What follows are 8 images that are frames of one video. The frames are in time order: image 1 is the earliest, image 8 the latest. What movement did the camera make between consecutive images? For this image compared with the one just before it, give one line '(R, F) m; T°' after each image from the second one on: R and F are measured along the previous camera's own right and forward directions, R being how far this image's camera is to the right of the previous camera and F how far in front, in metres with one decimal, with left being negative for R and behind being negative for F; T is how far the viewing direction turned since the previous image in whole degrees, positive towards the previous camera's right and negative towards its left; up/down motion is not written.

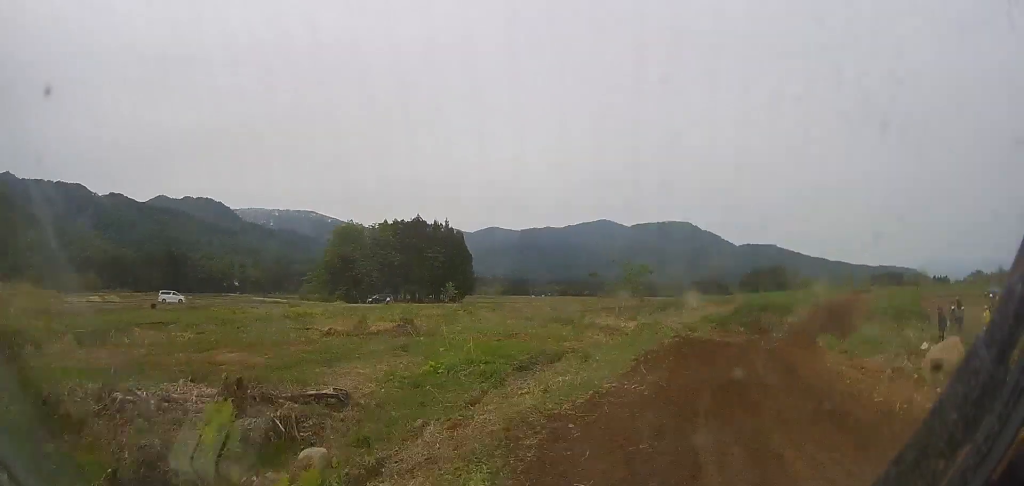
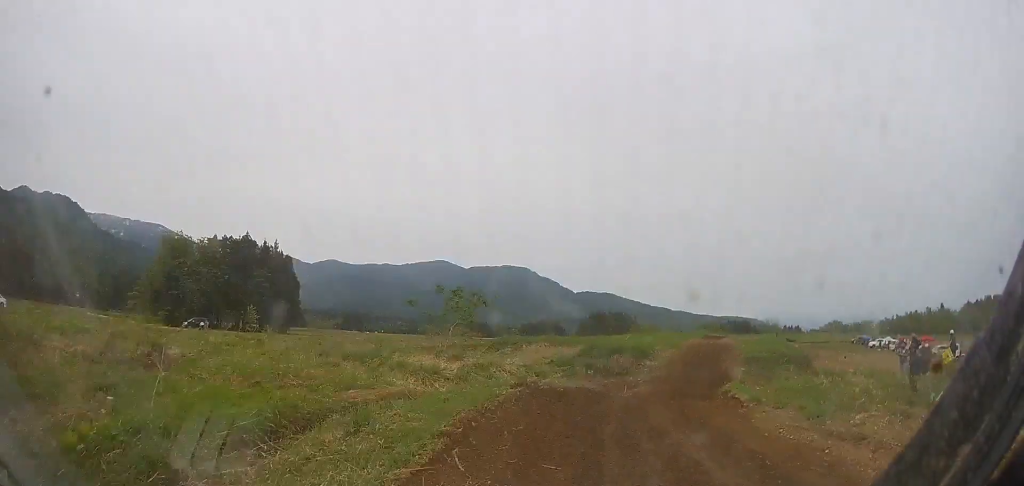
(+0.2, +7.4) m; +5°
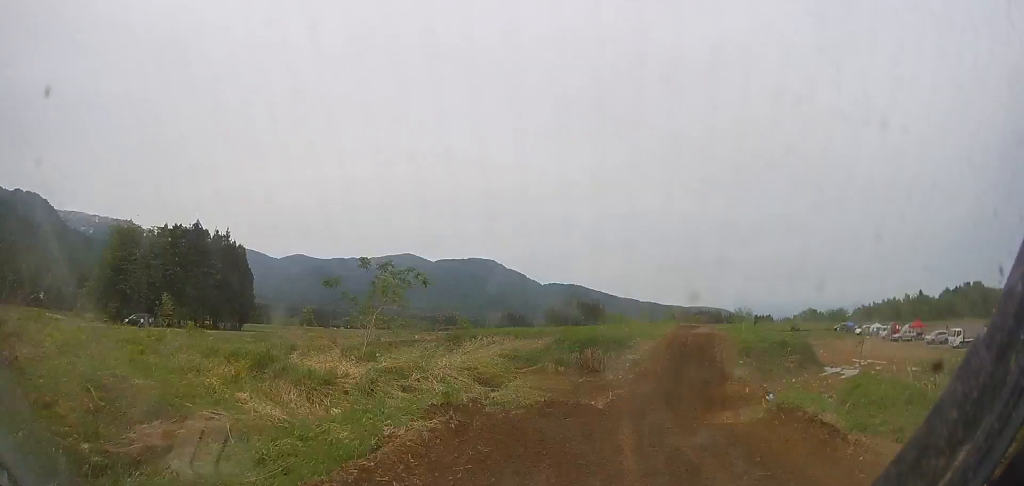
(-0.3, +6.5) m; +7°
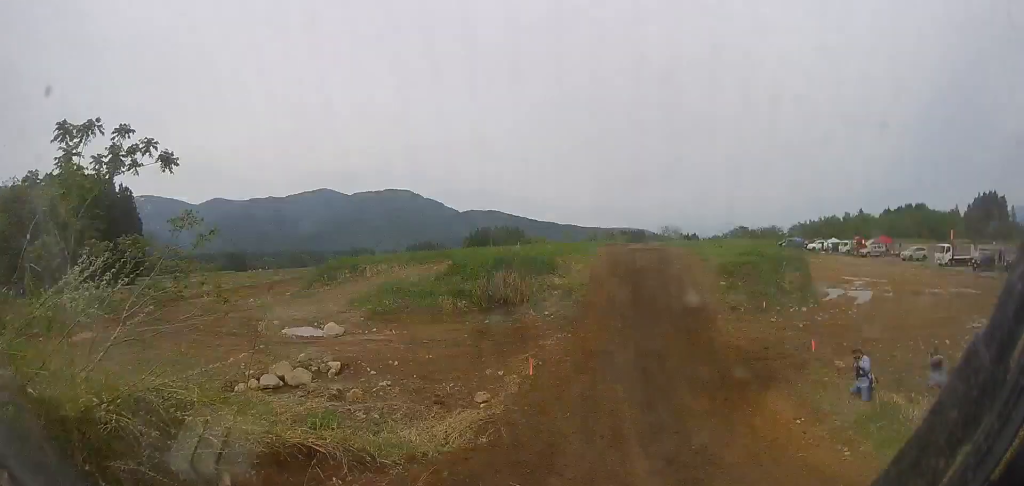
(+2.0, +11.5) m; +10°
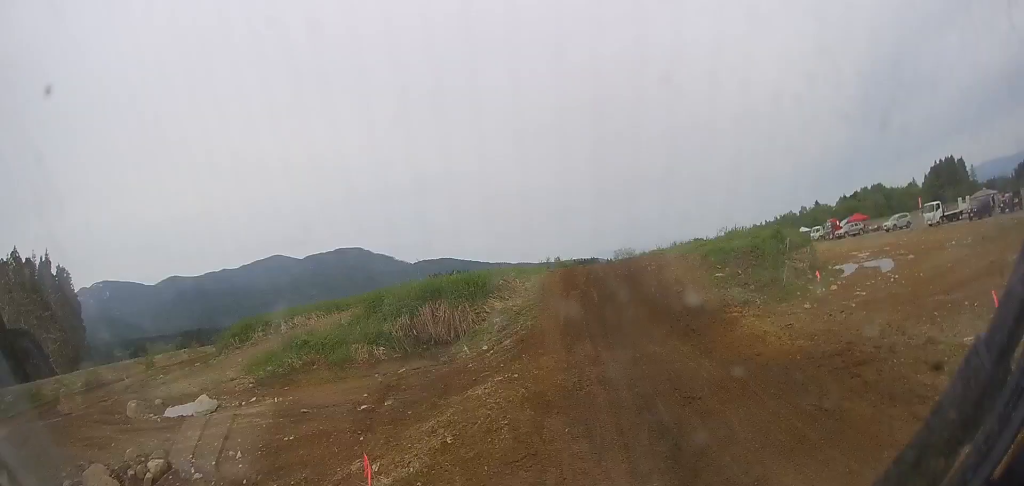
(0.0, +5.3) m; 0°
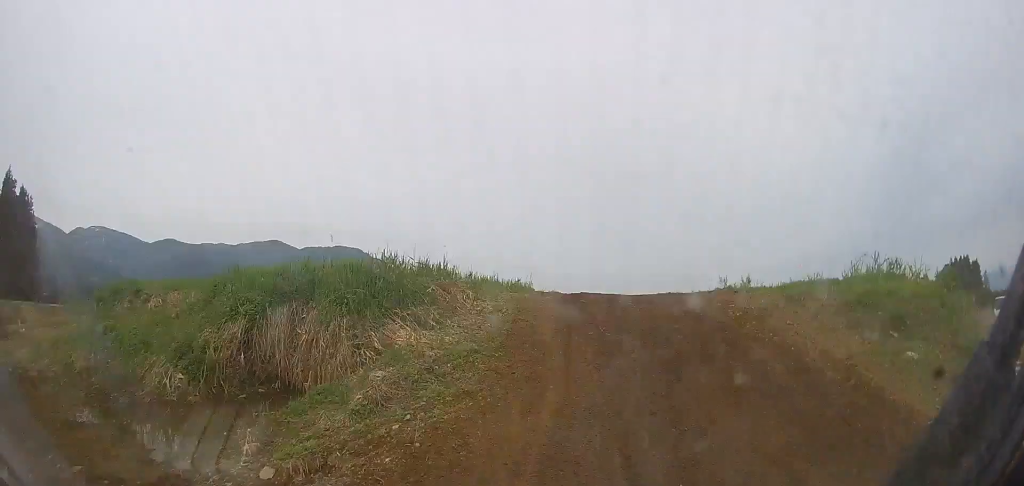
(0.0, +10.3) m; 0°
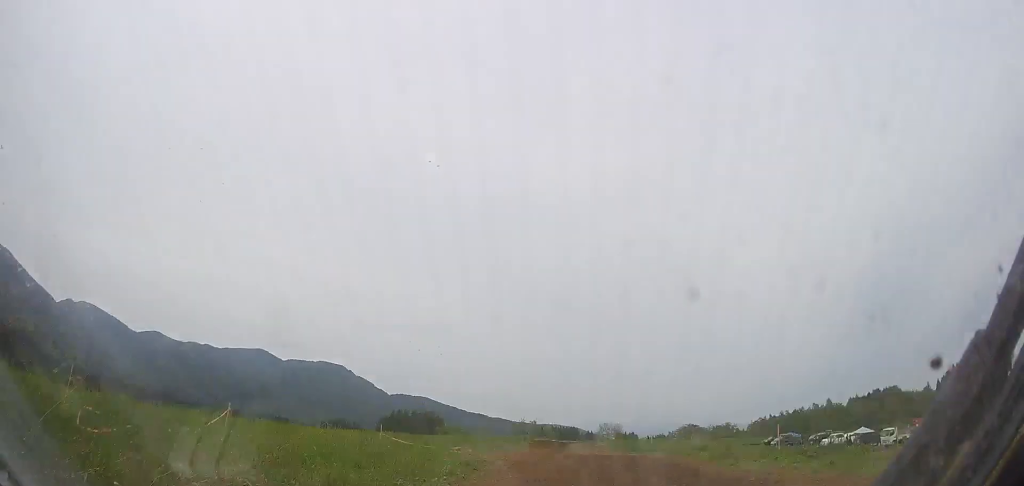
(0.0, +11.8) m; 0°
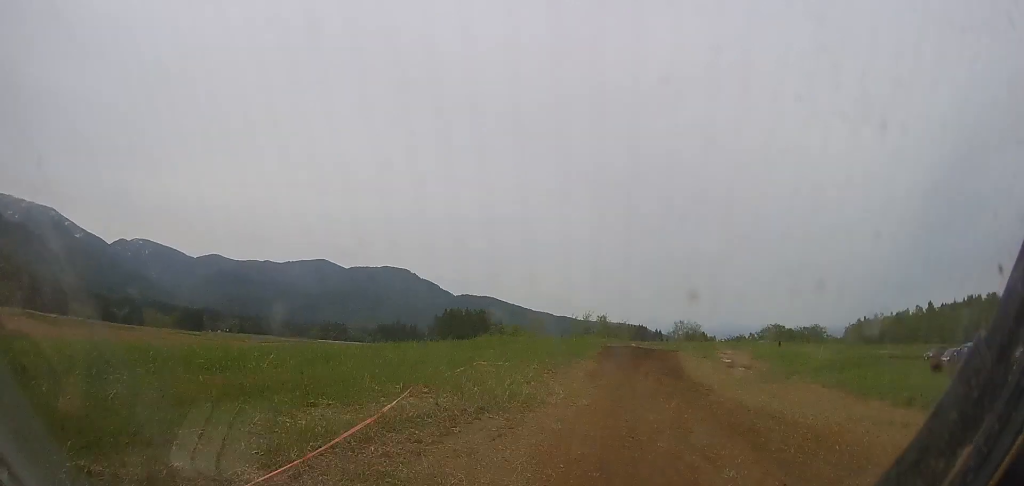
(0.0, +32.0) m; 0°
